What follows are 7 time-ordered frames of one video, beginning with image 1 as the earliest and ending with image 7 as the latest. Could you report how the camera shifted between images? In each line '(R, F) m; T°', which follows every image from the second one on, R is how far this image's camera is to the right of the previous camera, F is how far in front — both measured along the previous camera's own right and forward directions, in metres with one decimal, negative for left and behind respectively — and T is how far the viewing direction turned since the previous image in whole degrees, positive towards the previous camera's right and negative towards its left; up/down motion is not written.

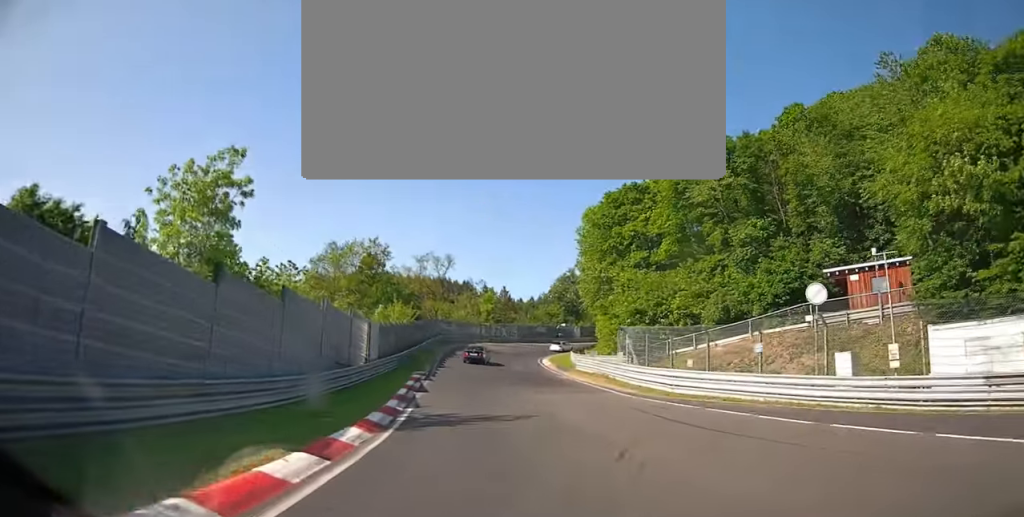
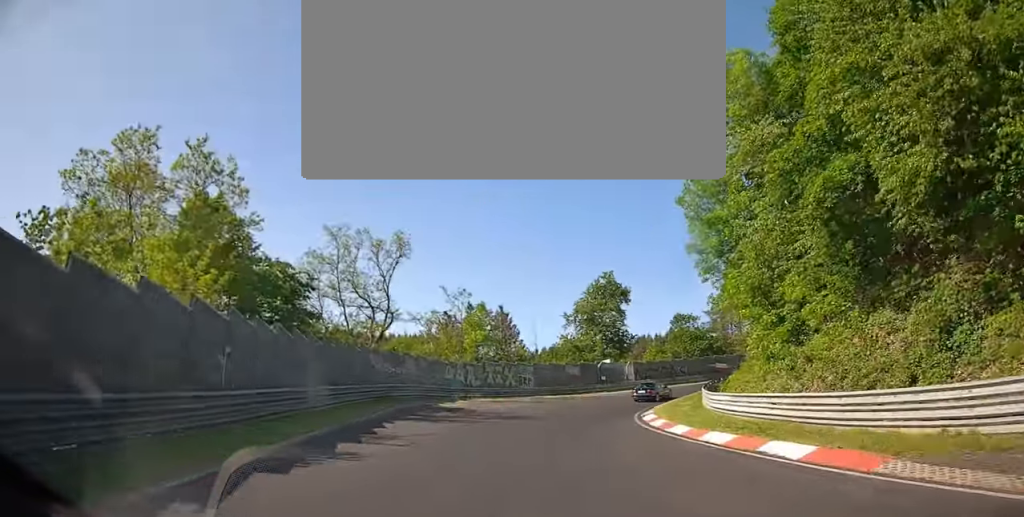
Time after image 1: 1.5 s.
(+0.4, +39.5) m; +12°
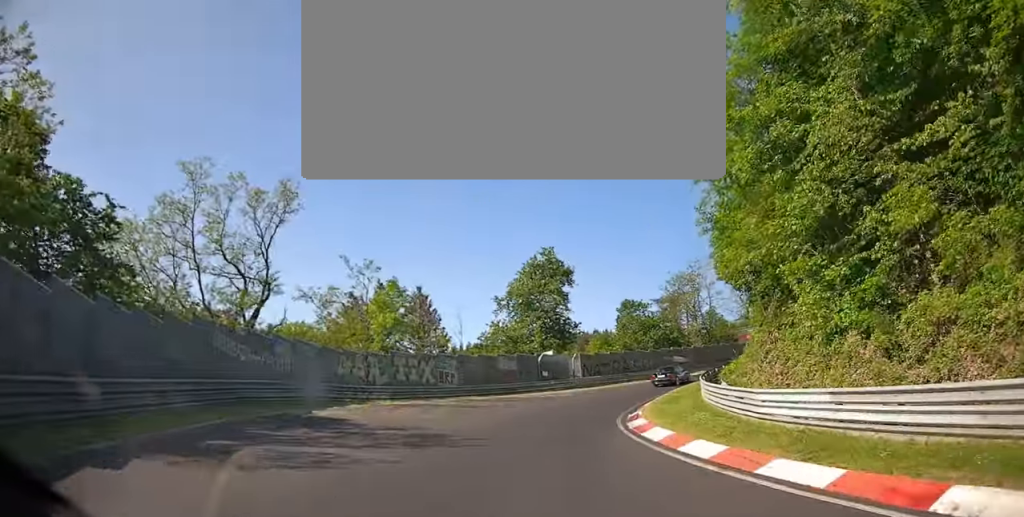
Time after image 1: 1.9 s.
(0.0, +10.9) m; +8°
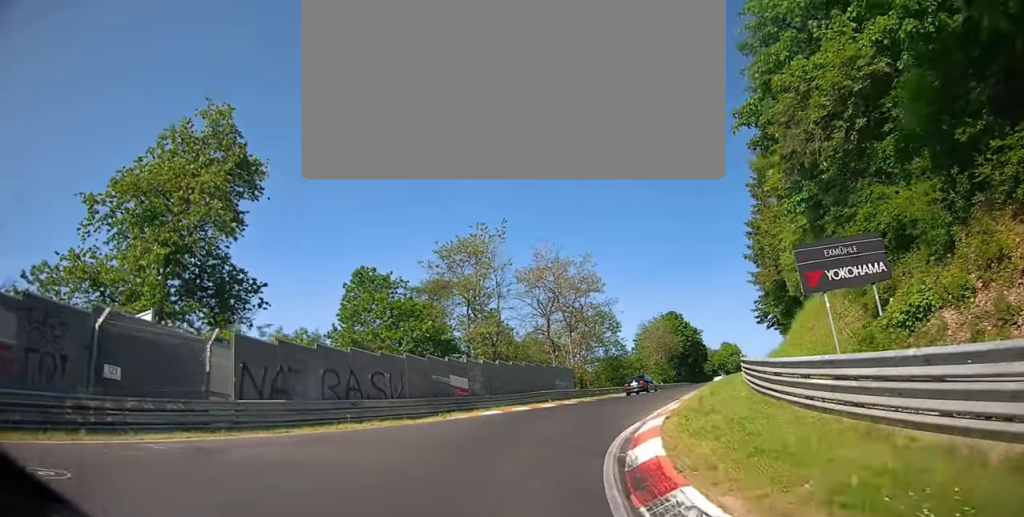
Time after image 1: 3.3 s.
(+8.4, +28.1) m; +28°
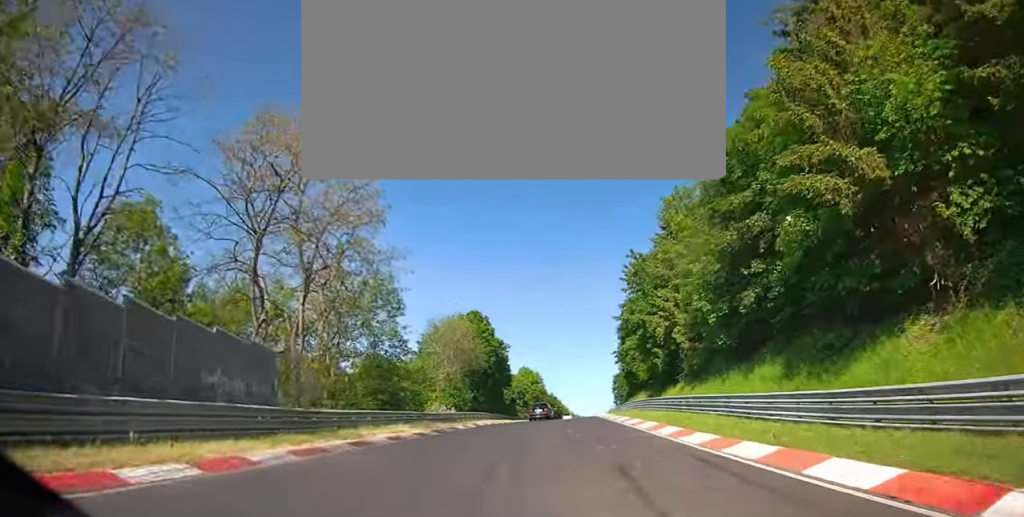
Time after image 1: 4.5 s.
(+5.3, +29.5) m; +15°
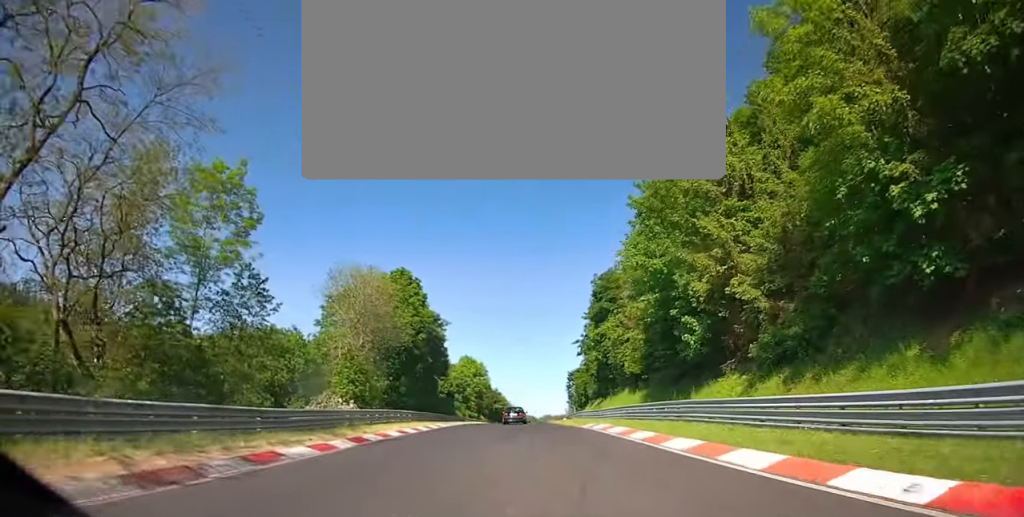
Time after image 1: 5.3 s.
(+1.0, +20.9) m; +4°
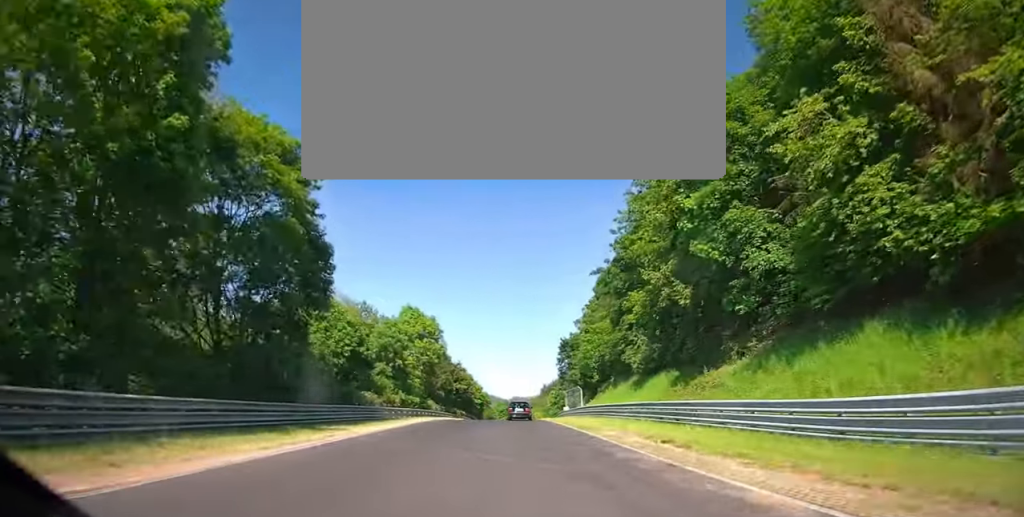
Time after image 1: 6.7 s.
(+1.2, +40.5) m; +4°
